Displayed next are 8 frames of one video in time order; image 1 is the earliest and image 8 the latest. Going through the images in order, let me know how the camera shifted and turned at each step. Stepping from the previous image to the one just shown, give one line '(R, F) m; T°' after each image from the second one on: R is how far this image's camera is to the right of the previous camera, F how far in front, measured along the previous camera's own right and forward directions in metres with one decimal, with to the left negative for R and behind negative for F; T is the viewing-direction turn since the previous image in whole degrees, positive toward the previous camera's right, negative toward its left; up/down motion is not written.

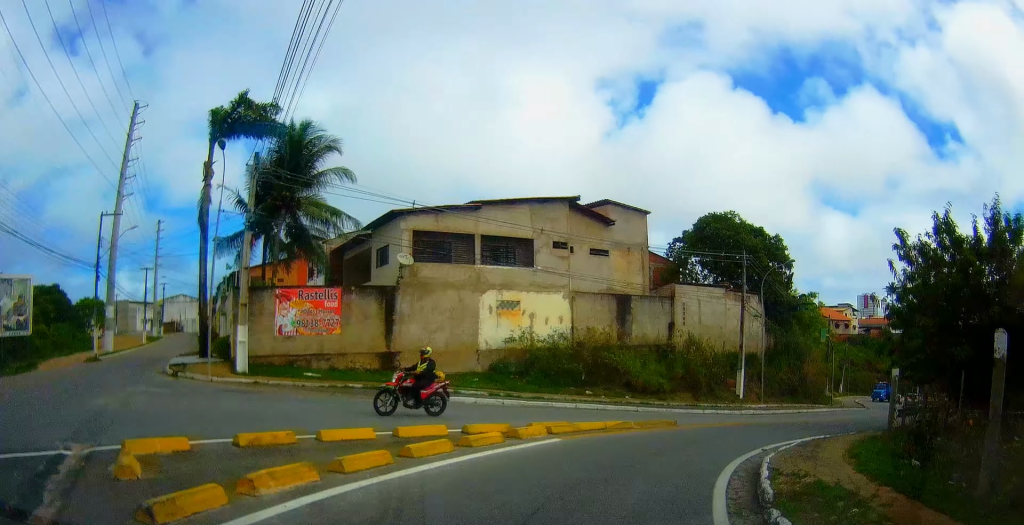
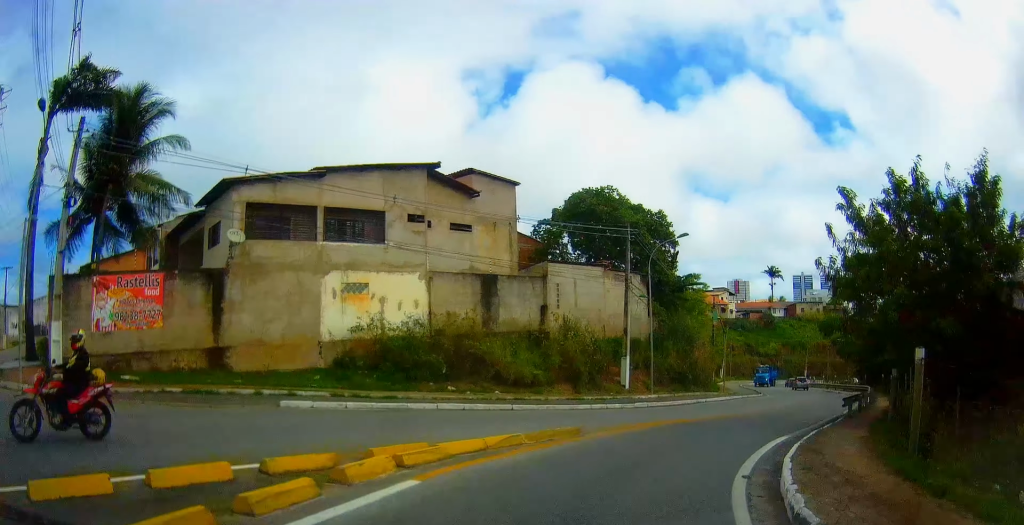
(-0.2, +4.6) m; +8°
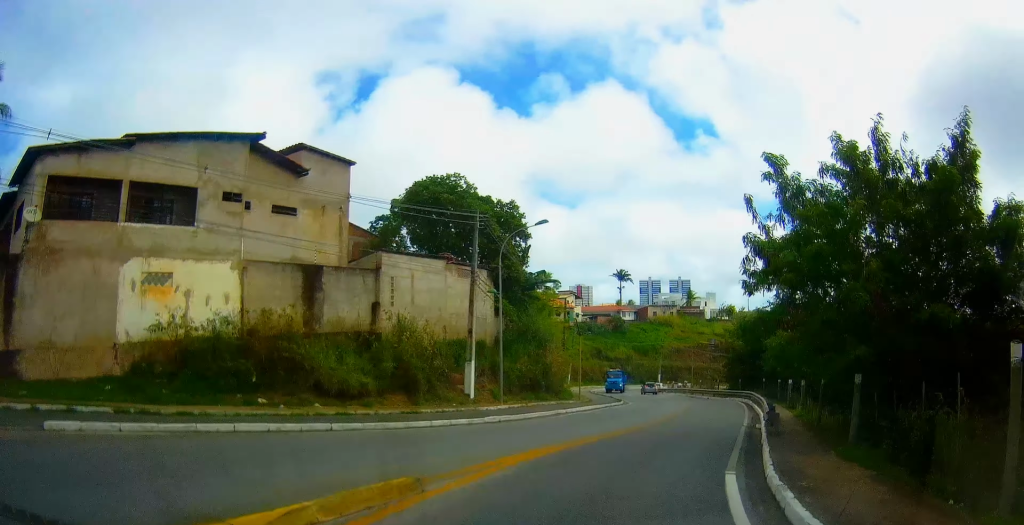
(+0.8, +4.5) m; +8°
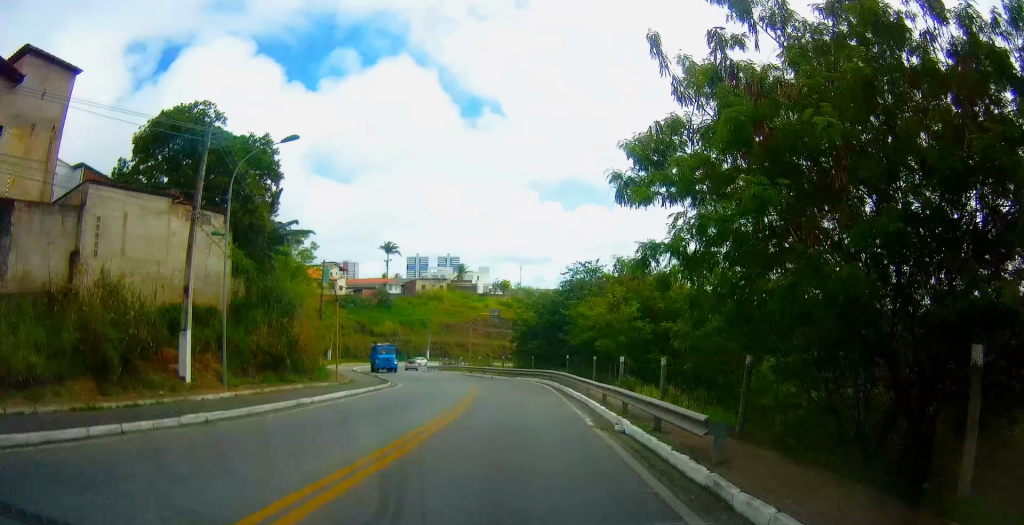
(+0.6, +7.6) m; +13°
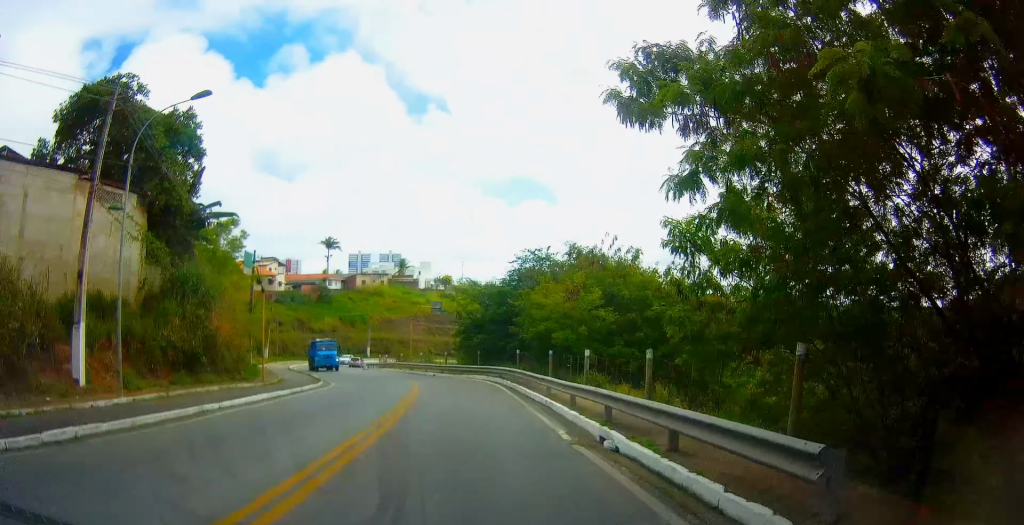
(+0.3, +3.1) m; +9°
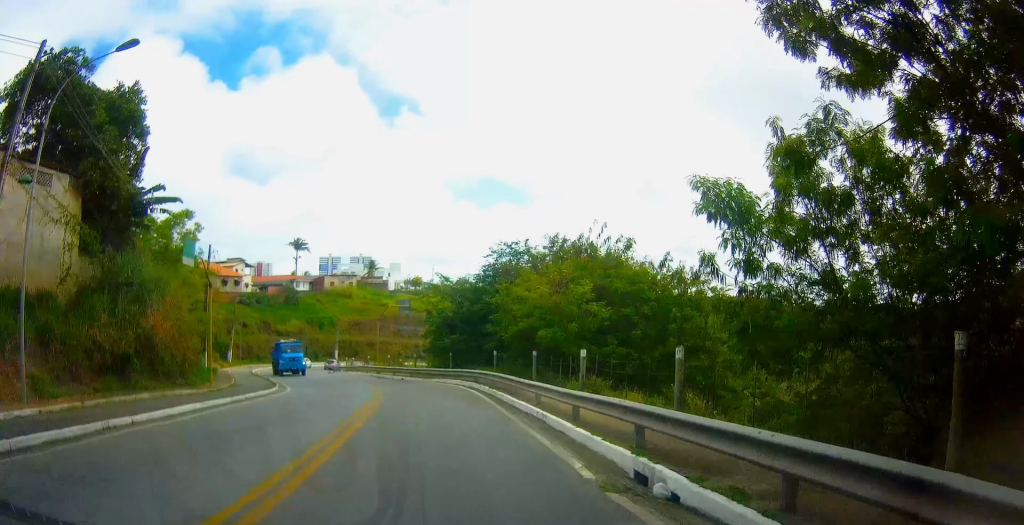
(+0.1, +2.9) m; +10°
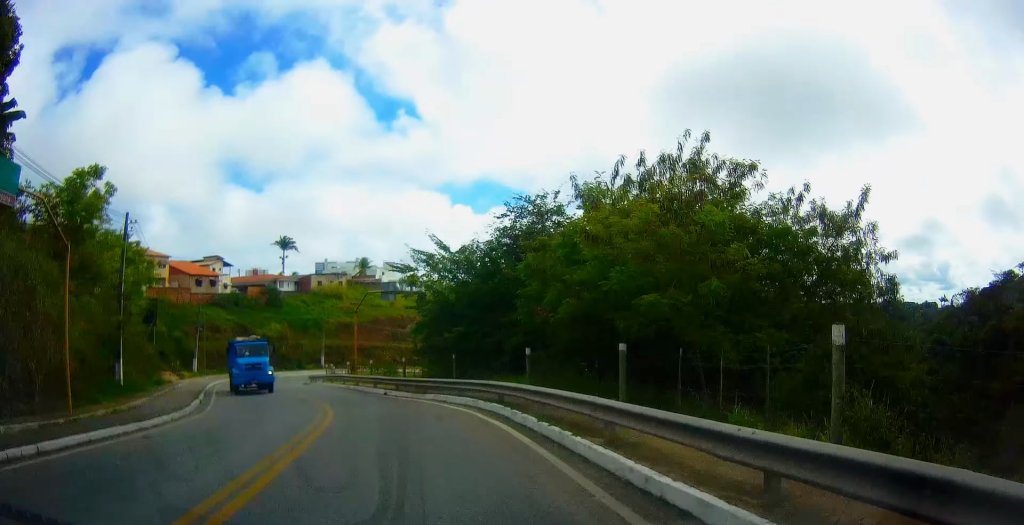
(+2.3, +10.5) m; +11°
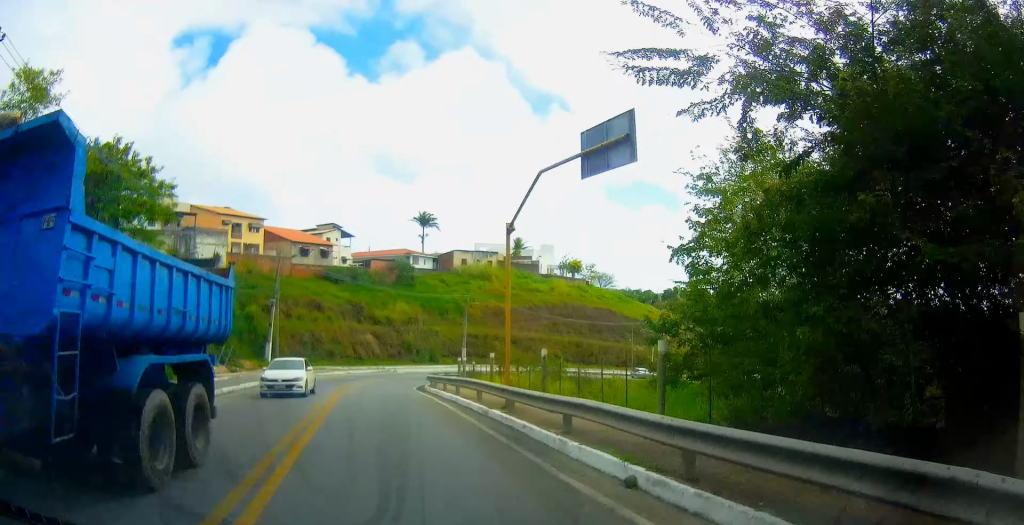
(-3.2, +22.2) m; -15°
